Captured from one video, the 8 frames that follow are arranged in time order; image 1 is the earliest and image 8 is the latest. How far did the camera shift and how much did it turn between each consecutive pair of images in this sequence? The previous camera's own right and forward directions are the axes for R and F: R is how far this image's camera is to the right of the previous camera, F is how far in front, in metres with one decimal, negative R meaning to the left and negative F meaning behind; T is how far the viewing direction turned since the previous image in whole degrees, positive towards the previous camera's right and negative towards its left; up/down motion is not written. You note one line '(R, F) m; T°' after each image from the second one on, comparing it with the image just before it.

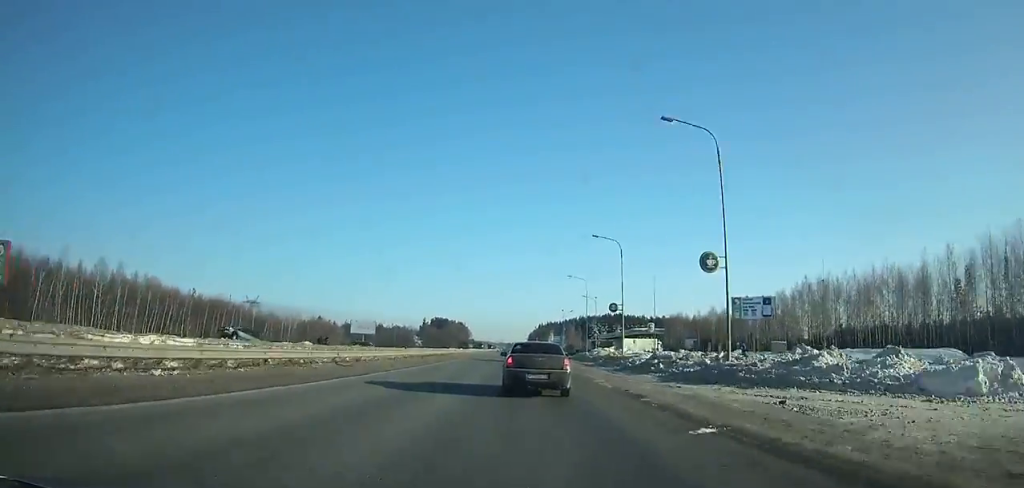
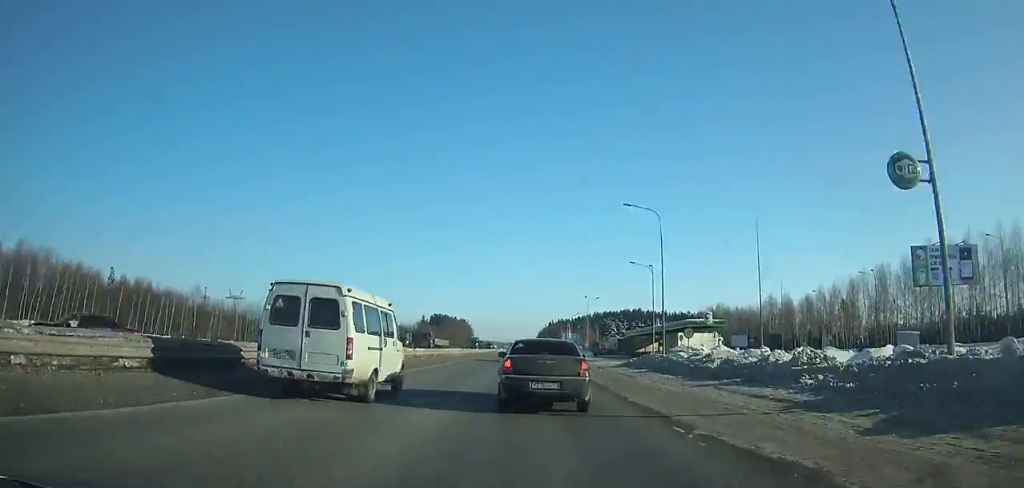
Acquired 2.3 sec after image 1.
(-0.3, +36.7) m; 0°
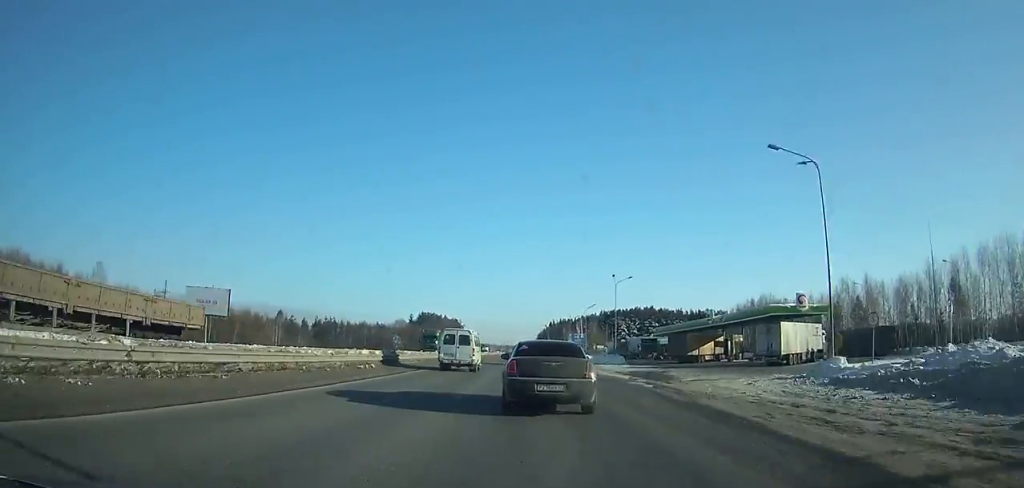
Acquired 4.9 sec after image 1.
(-0.1, +39.5) m; 0°
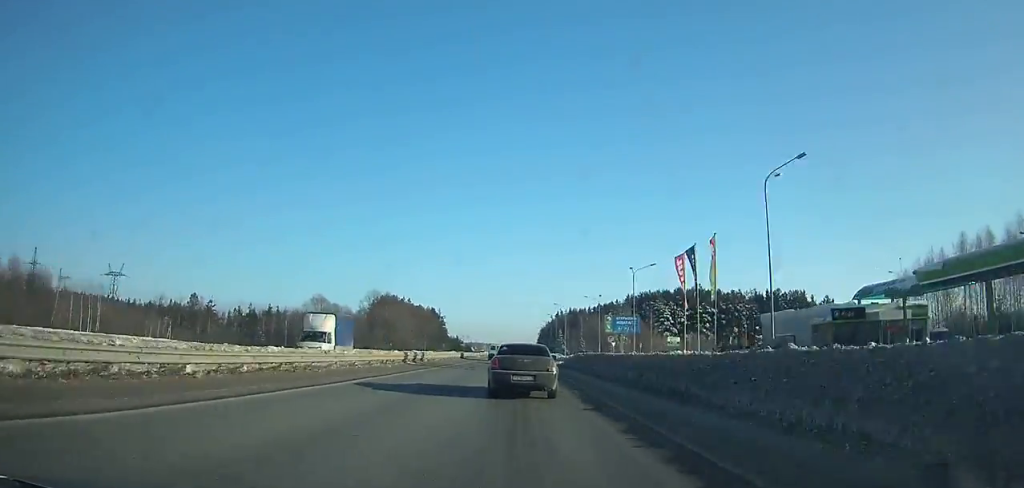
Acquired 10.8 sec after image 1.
(+0.8, +88.0) m; +1°
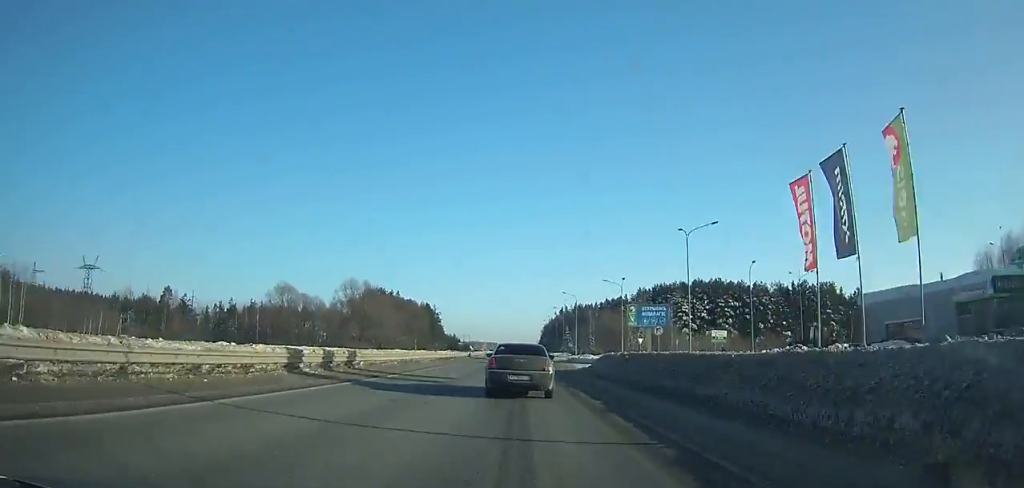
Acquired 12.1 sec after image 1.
(0.0, +20.0) m; 0°
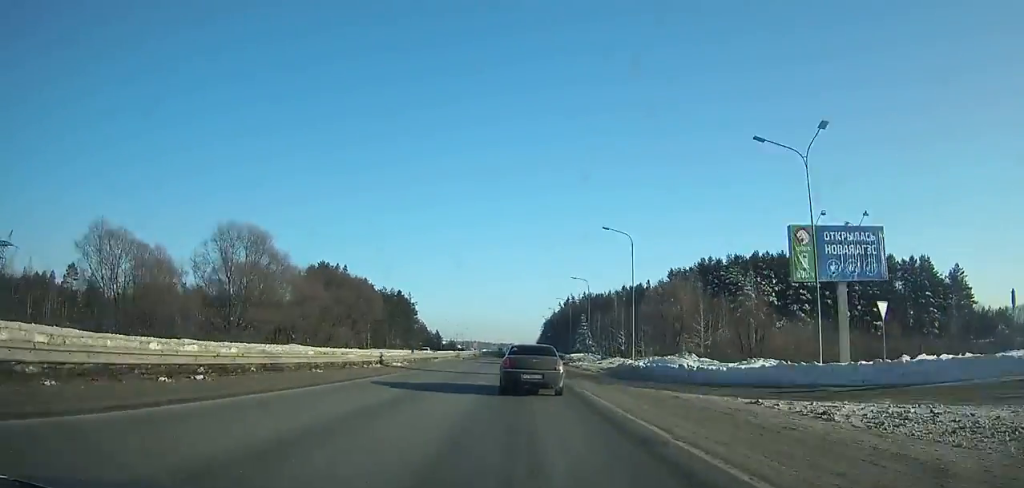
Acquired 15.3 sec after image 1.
(+0.1, +50.9) m; 0°
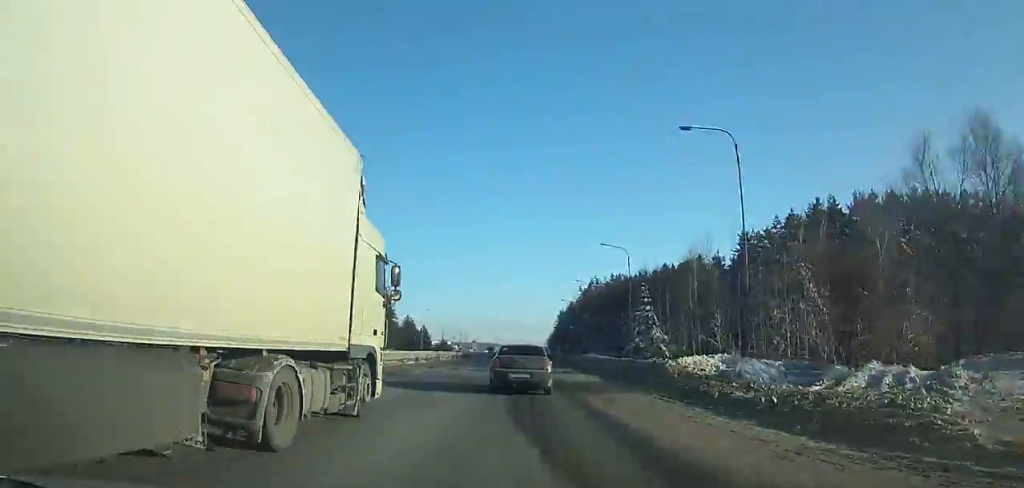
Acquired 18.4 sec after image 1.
(-0.2, +51.9) m; 0°
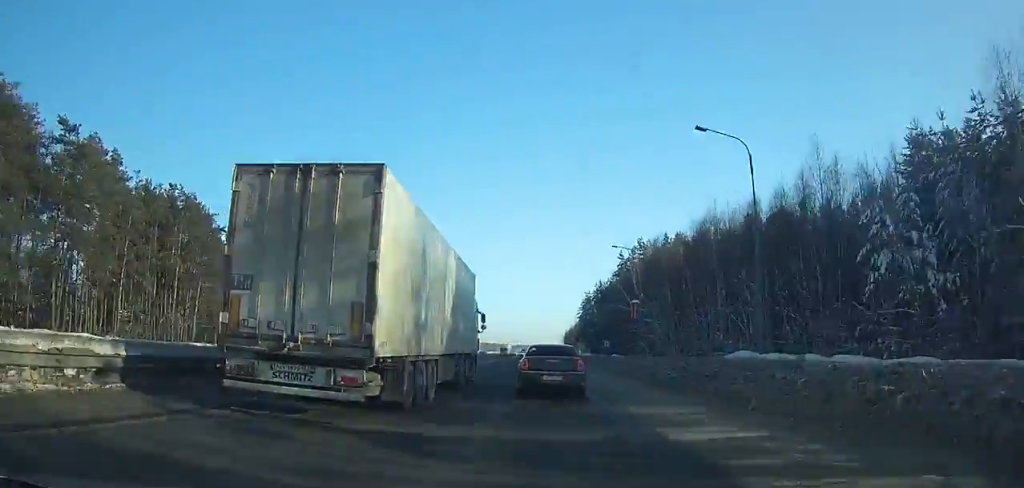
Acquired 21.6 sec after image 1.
(-0.1, +56.8) m; 0°
